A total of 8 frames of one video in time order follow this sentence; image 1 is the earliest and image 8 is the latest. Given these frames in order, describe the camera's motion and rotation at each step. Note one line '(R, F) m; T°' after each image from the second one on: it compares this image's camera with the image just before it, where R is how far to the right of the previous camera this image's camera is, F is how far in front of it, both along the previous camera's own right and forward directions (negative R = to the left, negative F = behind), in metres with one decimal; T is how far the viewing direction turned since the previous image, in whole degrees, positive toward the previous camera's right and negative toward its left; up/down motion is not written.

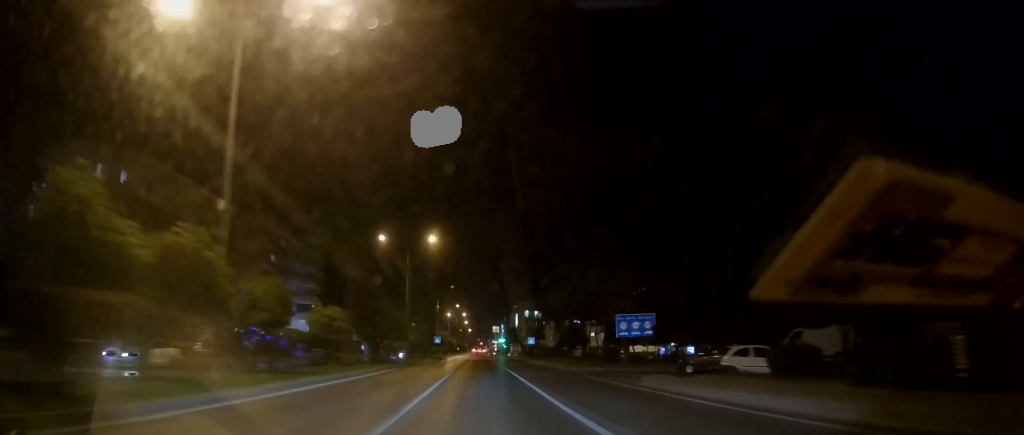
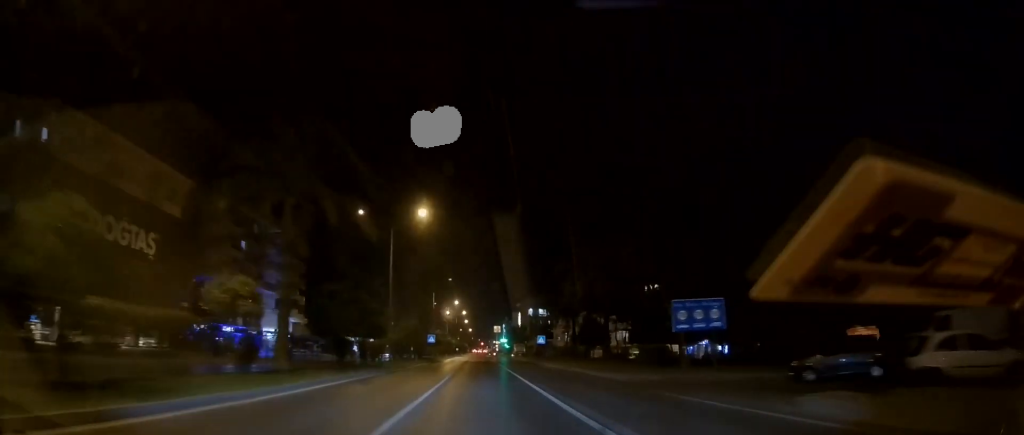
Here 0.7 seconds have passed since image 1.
(-0.1, +11.2) m; -1°
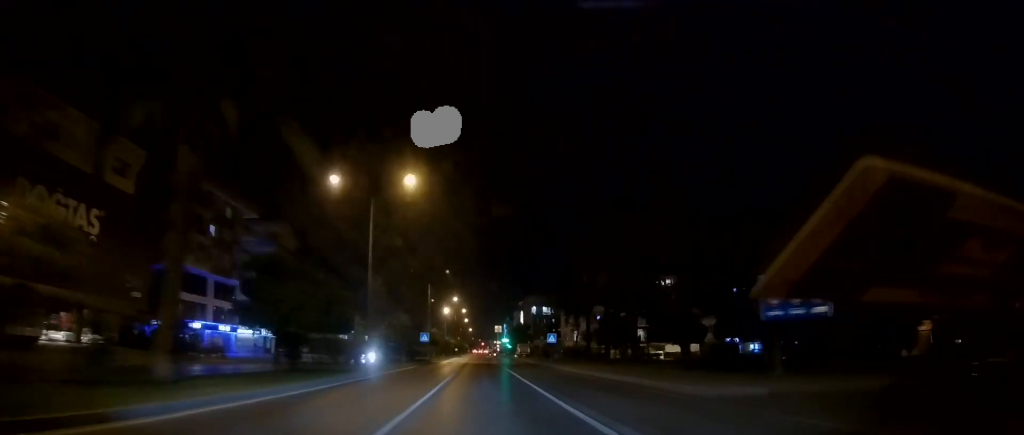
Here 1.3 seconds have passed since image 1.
(-0.1, +9.1) m; -1°
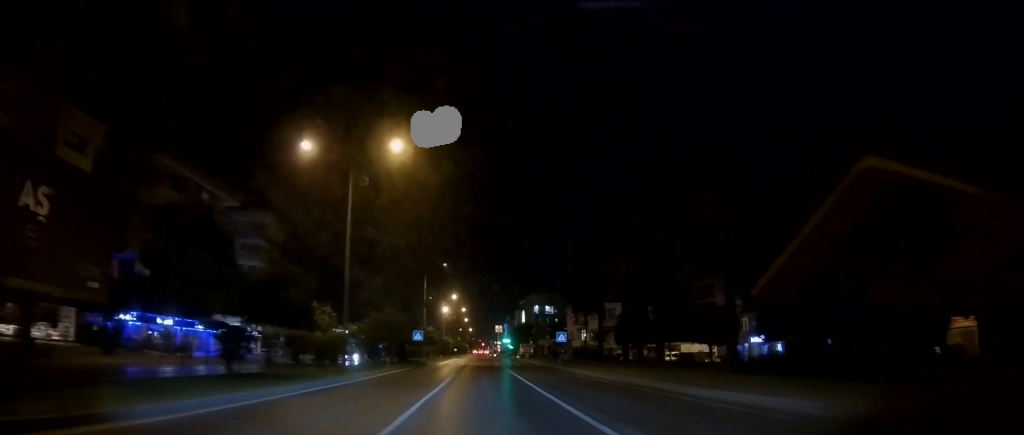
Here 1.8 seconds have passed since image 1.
(-0.1, +6.6) m; 0°
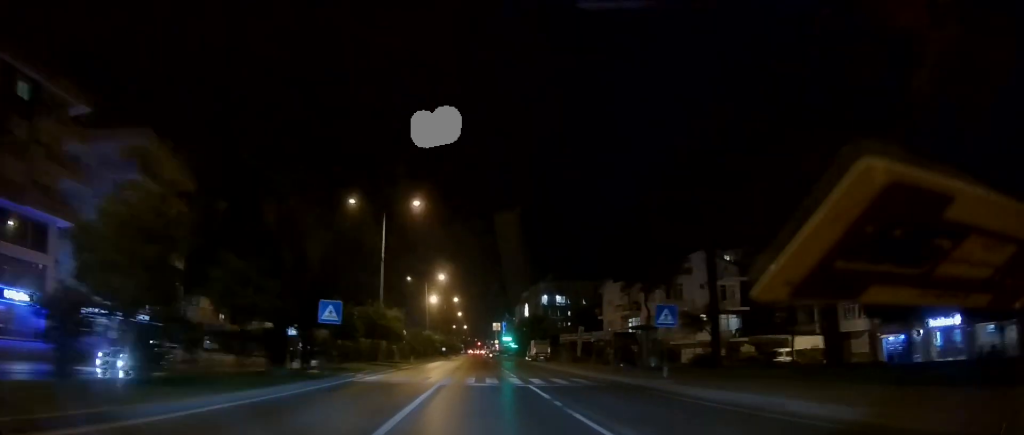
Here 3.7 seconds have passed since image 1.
(+0.8, +29.8) m; +2°
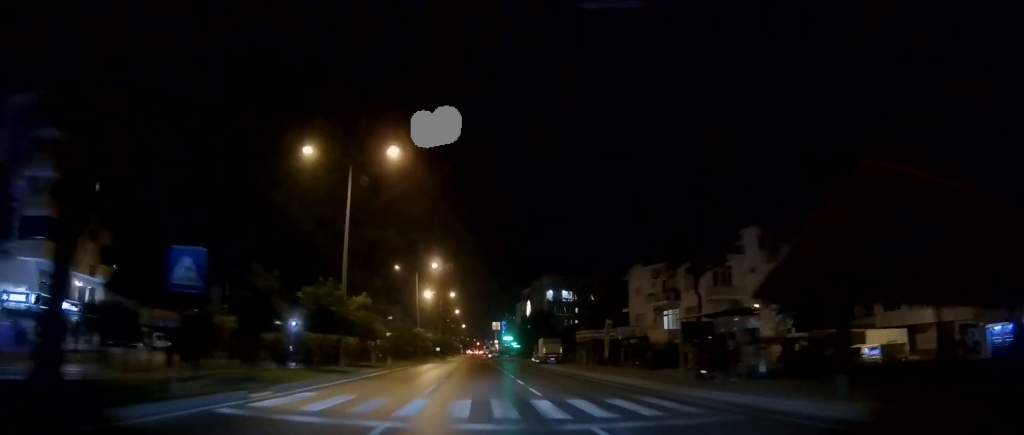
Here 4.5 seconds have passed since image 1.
(0.0, +11.5) m; -1°
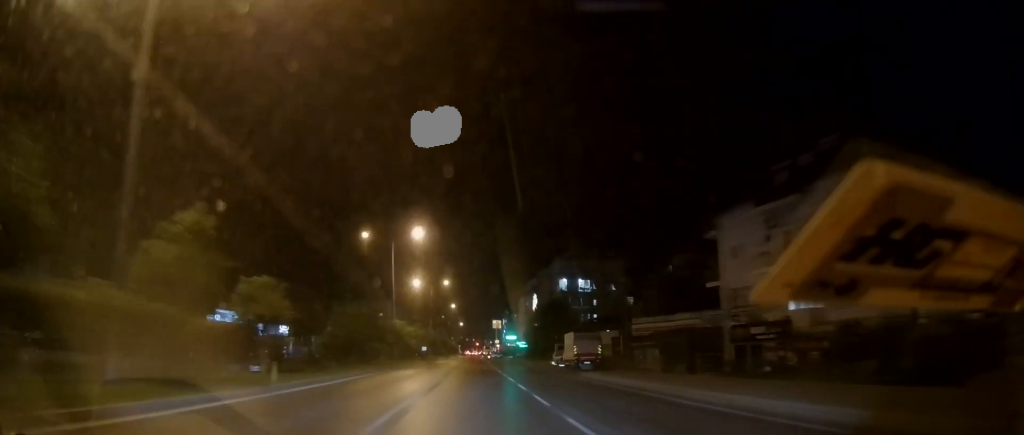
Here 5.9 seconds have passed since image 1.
(-0.5, +20.4) m; -2°
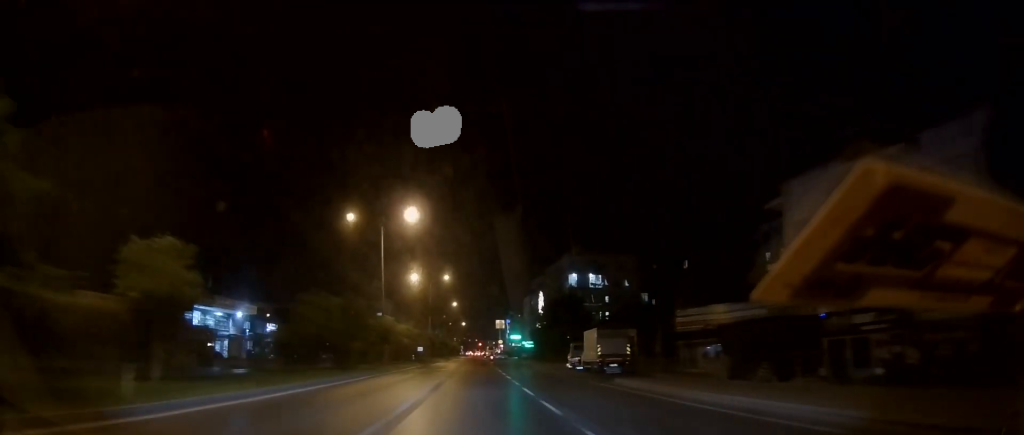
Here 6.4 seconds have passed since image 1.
(+0.1, +7.5) m; 0°
